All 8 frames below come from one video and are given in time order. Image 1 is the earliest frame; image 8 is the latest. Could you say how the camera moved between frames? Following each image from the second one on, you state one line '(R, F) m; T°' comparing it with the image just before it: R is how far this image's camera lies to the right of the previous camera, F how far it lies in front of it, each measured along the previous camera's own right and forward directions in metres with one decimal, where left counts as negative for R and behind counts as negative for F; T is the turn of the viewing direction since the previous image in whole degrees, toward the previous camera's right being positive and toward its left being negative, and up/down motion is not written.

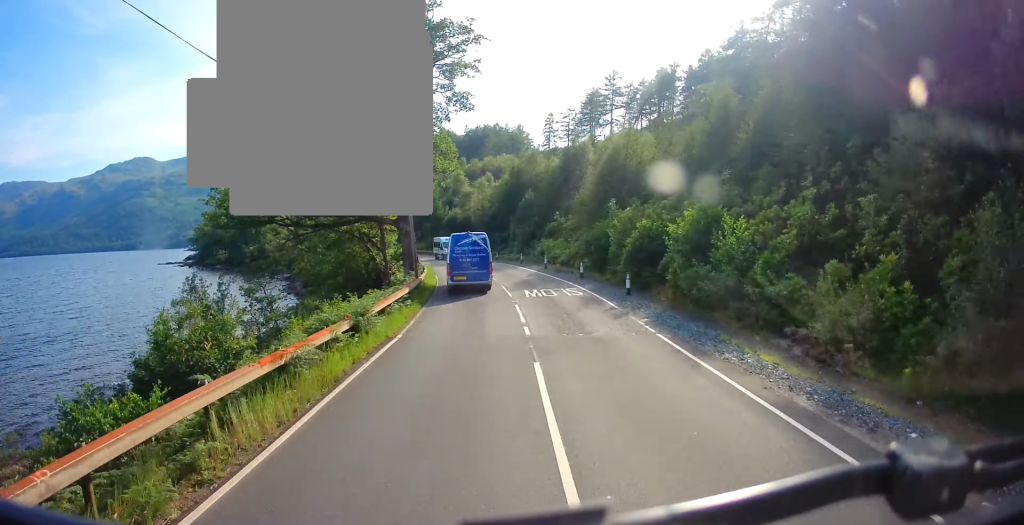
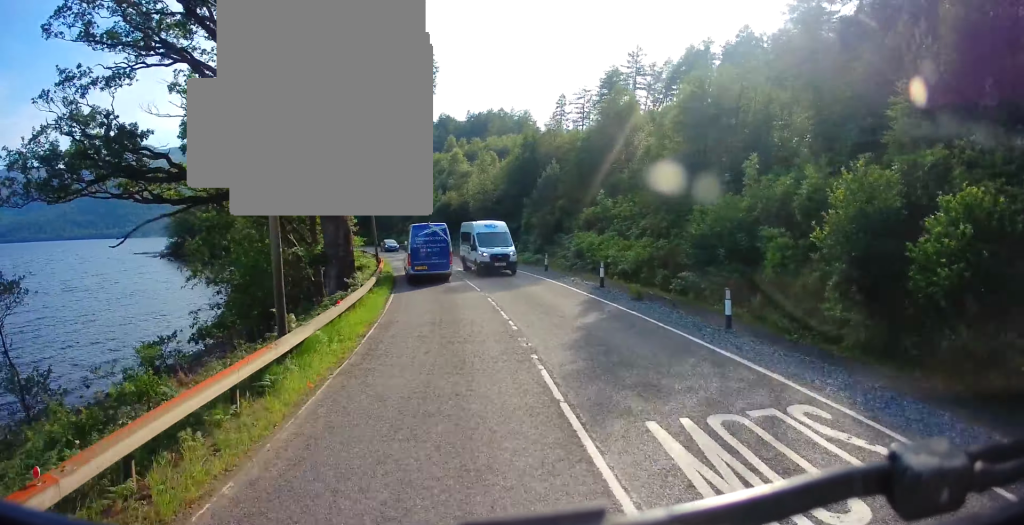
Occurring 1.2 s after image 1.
(-0.5, +19.0) m; -3°
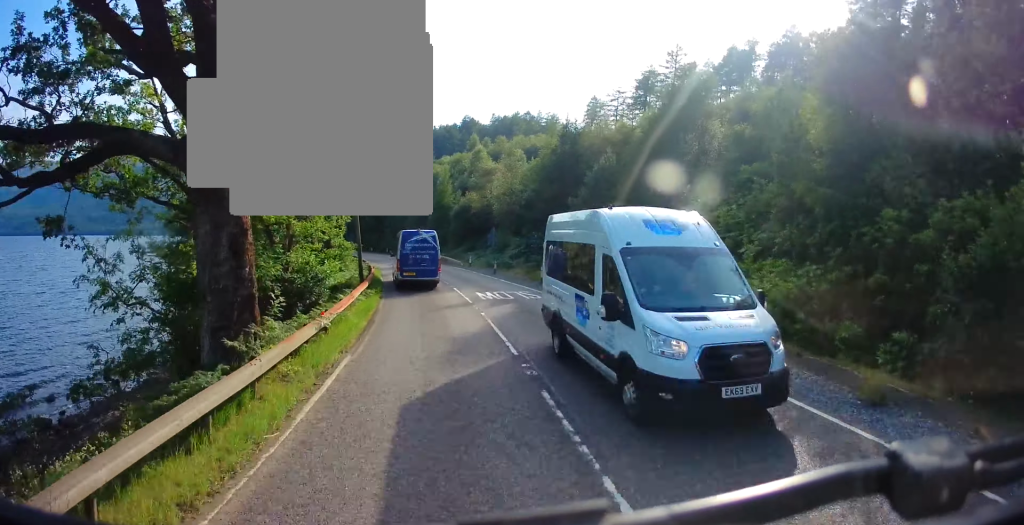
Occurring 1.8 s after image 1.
(-0.1, +10.5) m; -2°
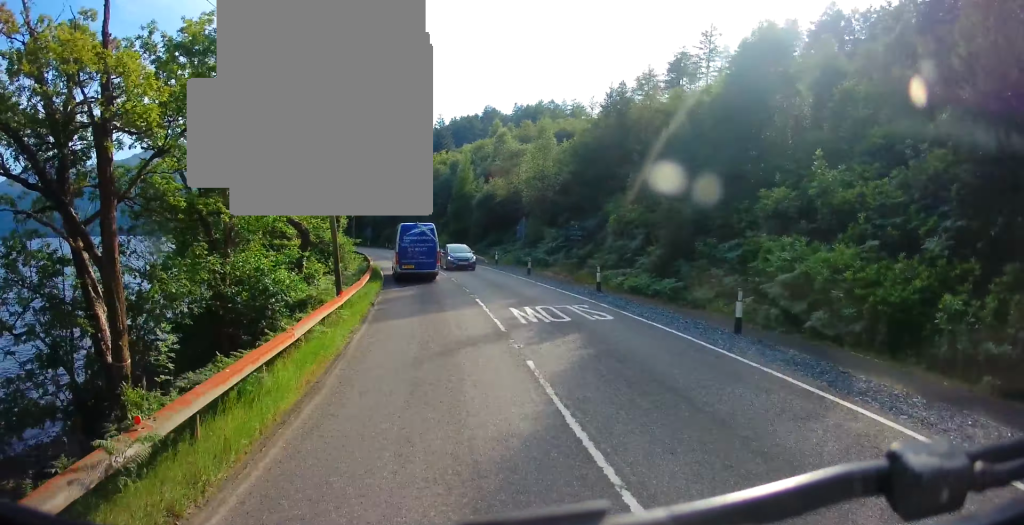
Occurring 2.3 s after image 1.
(-0.1, +7.8) m; -2°
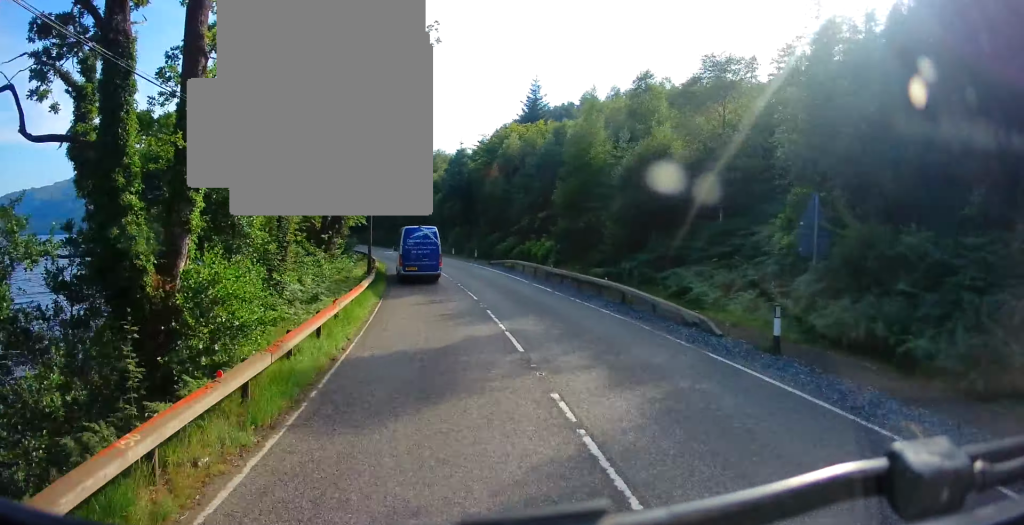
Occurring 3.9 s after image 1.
(-1.4, +28.4) m; -7°
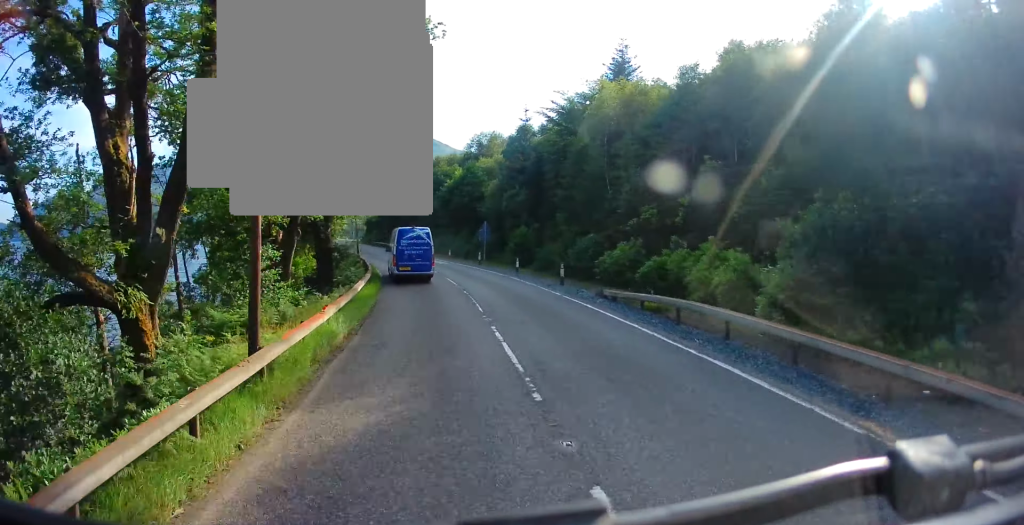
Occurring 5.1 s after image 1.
(-1.2, +21.1) m; -7°
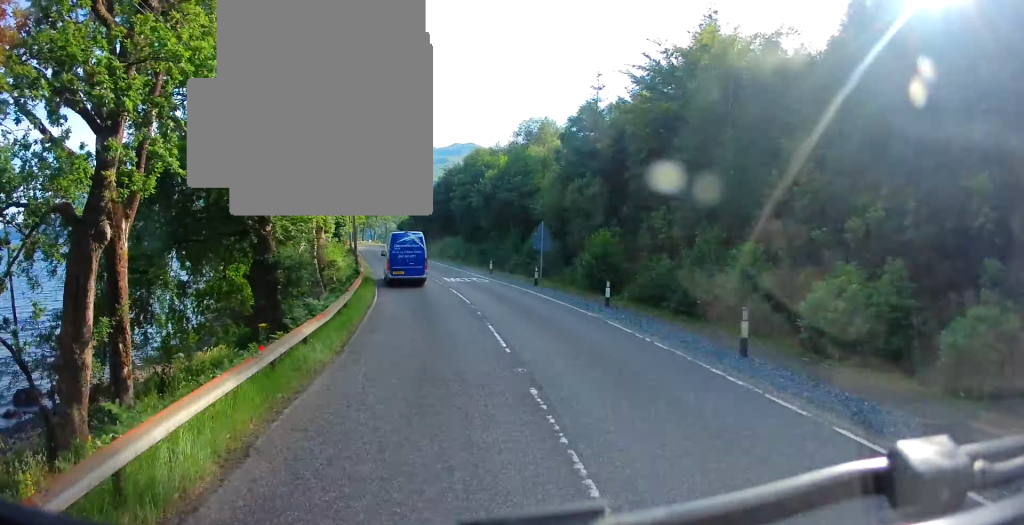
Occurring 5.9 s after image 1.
(-0.6, +14.2) m; -4°
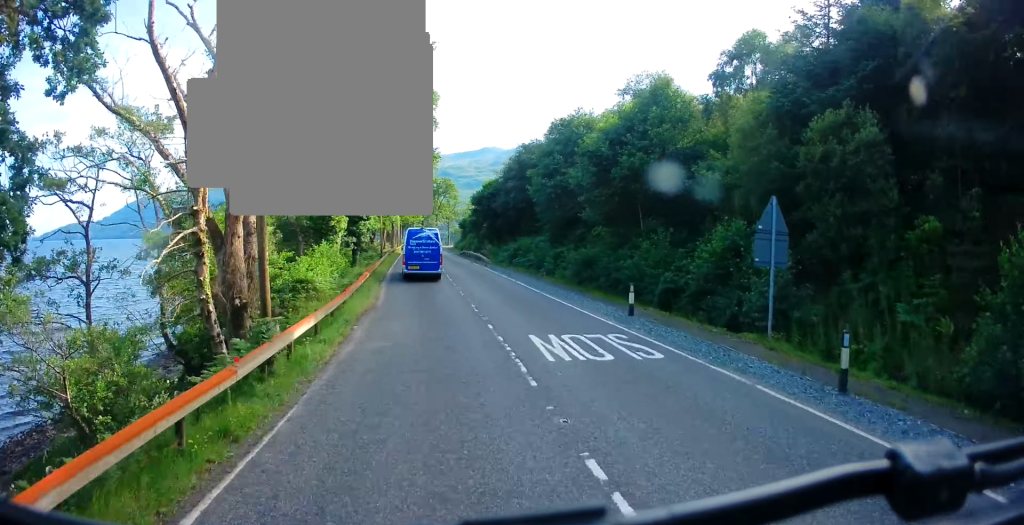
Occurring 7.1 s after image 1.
(-1.0, +21.0) m; -6°
